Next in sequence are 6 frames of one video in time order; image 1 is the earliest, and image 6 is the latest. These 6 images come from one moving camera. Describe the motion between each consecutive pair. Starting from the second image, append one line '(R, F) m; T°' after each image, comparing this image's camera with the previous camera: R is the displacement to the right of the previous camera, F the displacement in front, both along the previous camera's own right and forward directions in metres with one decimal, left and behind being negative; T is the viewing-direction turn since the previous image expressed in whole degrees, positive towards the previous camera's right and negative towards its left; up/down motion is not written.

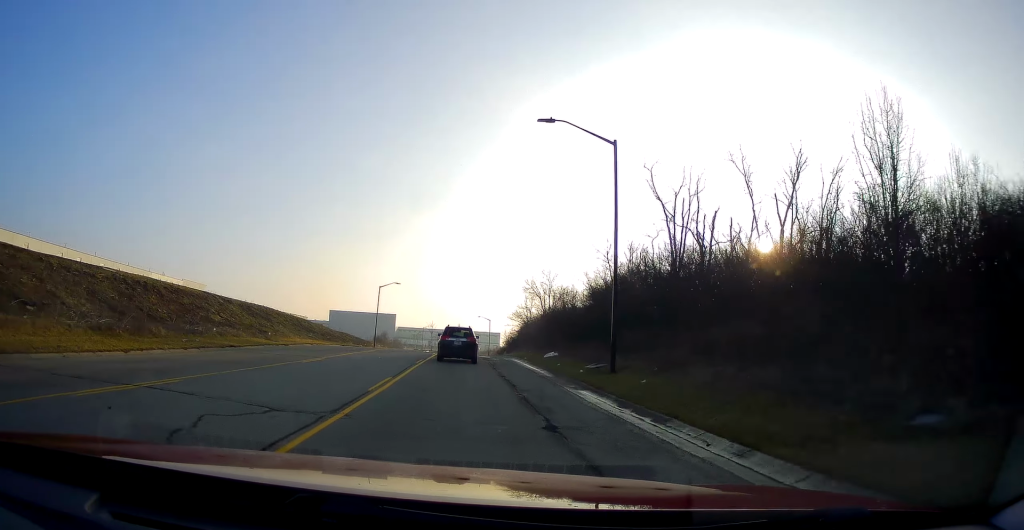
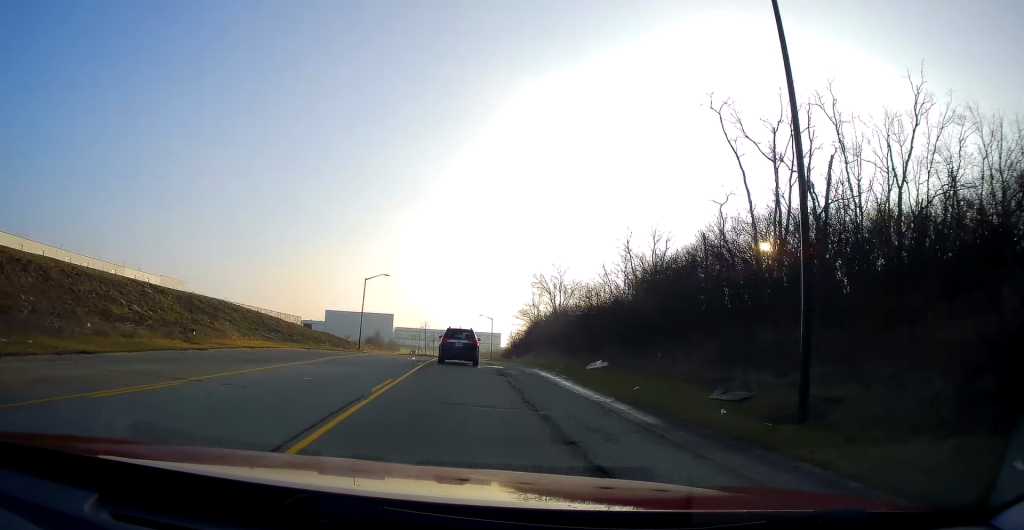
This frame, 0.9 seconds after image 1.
(-0.1, +12.4) m; +1°
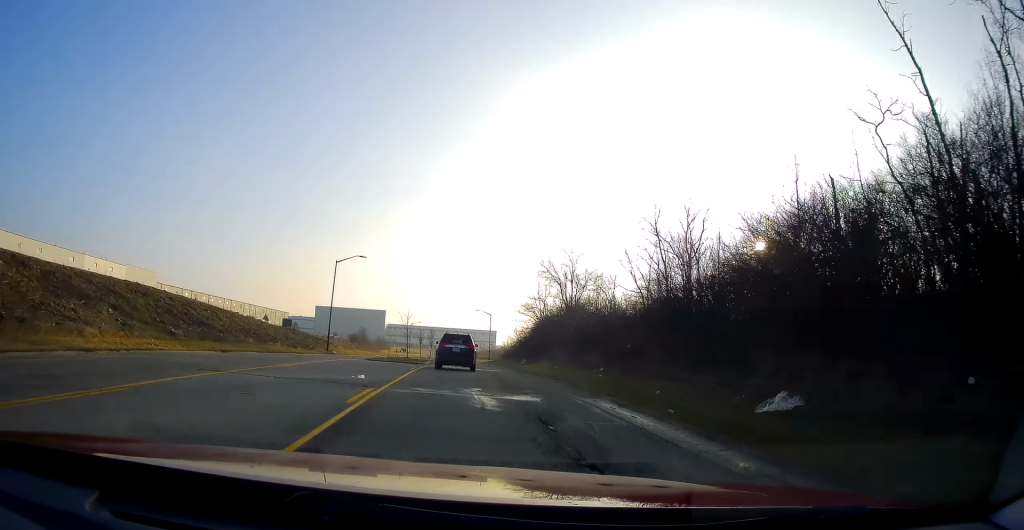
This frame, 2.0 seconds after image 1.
(+0.4, +14.5) m; +2°
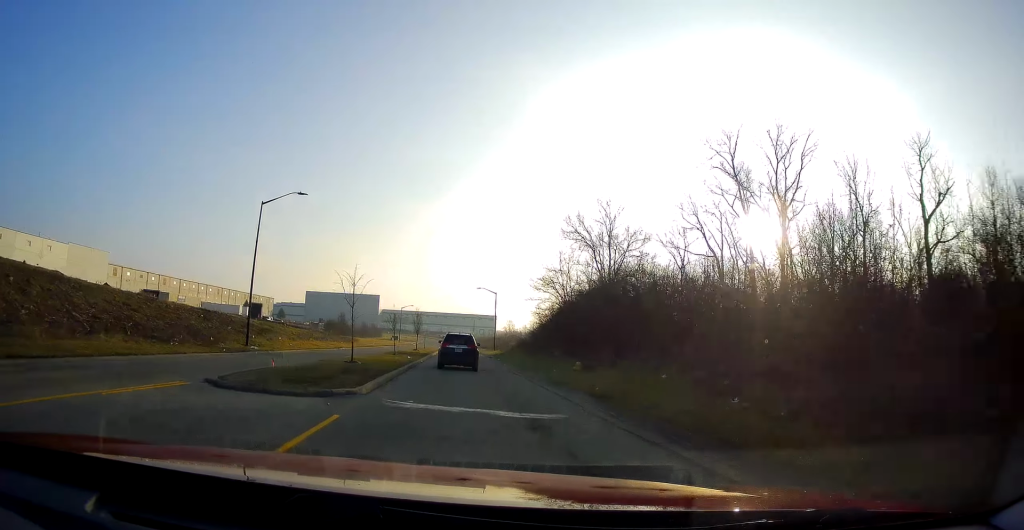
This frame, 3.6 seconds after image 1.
(-0.2, +21.9) m; -2°
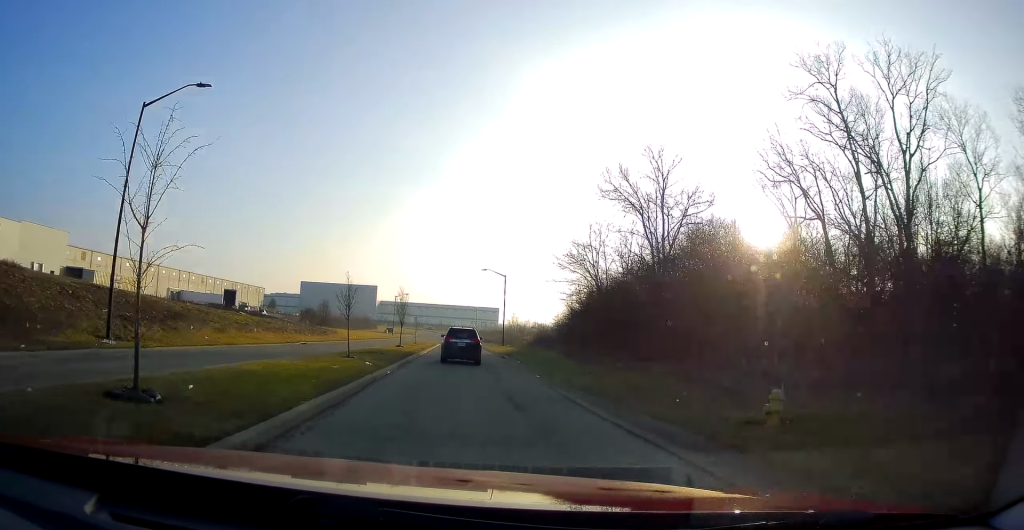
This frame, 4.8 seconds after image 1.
(-0.3, +15.5) m; 0°
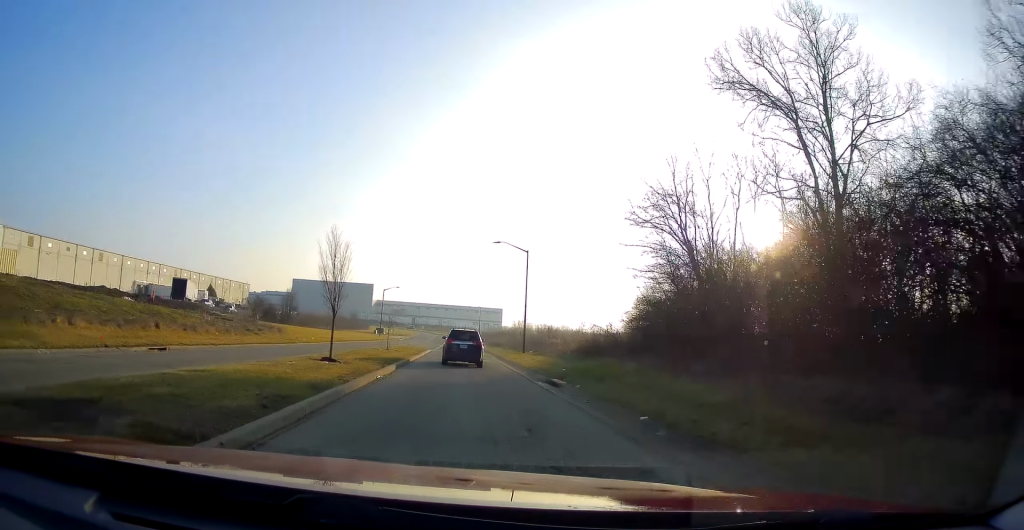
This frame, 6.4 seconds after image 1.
(-0.1, +21.5) m; 0°
